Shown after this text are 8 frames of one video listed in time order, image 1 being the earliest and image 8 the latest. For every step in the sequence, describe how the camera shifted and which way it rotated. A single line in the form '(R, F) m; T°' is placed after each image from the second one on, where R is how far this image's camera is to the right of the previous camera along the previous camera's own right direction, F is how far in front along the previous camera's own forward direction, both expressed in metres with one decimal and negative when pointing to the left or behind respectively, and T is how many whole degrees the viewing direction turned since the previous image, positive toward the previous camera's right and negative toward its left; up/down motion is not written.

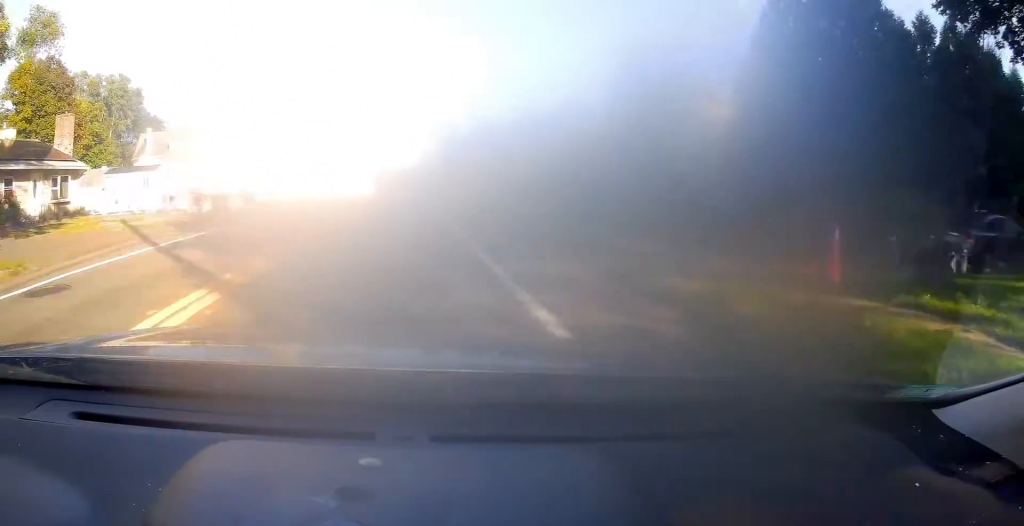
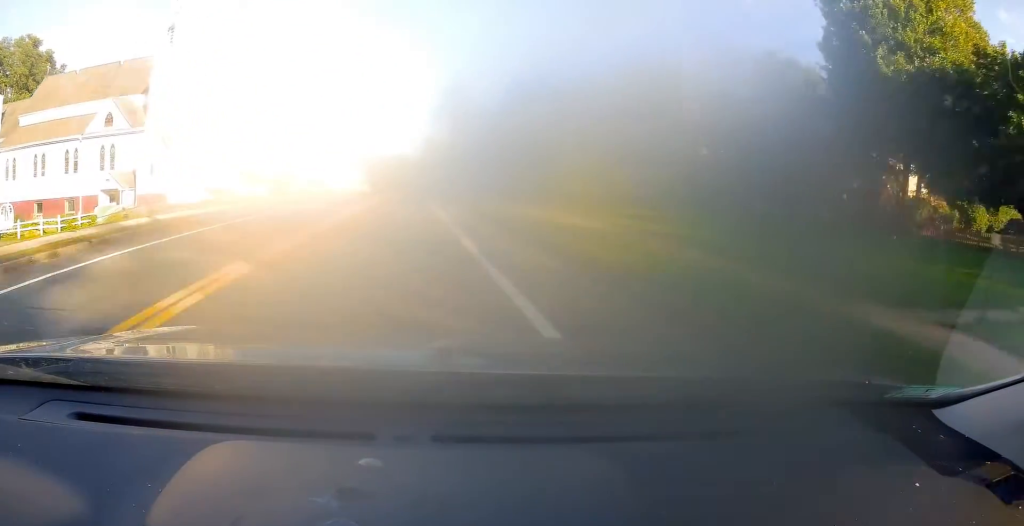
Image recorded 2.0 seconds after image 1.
(-0.2, +40.2) m; 0°
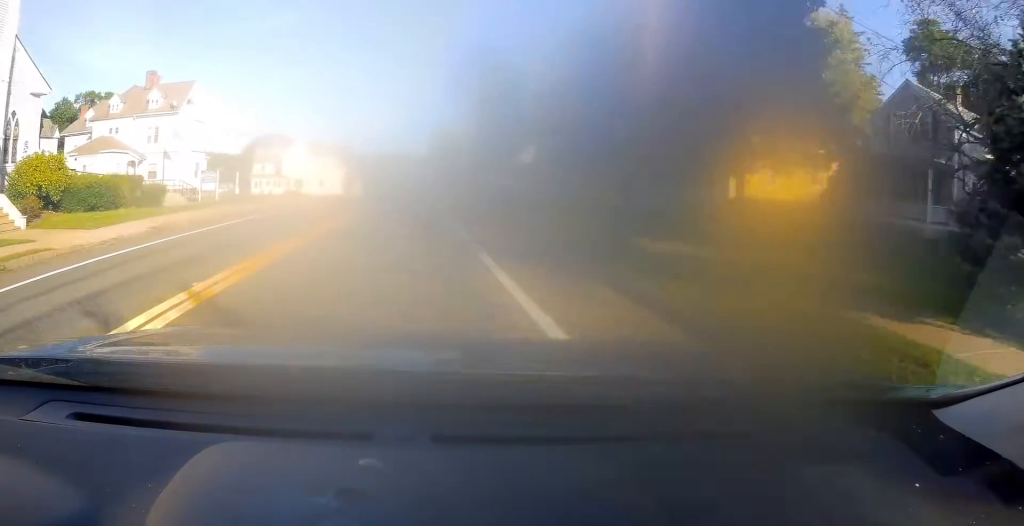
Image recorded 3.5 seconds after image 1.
(-0.3, +32.6) m; -2°
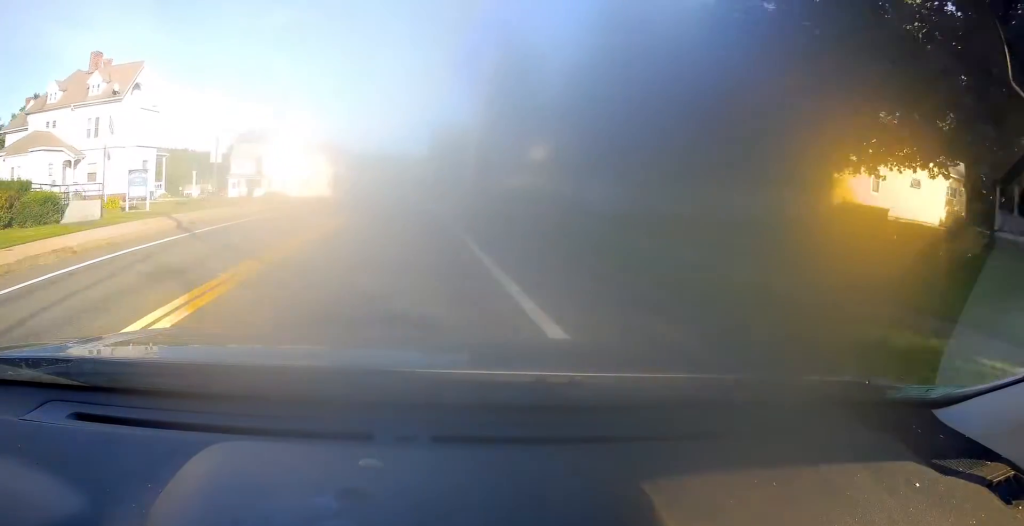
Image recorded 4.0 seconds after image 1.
(-0.2, +10.5) m; +1°
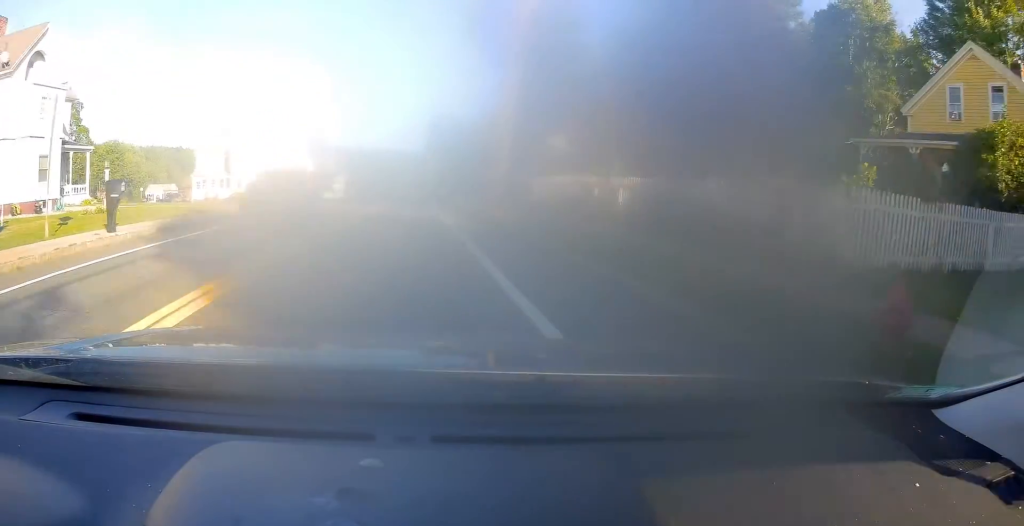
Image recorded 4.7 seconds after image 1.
(0.0, +13.2) m; 0°
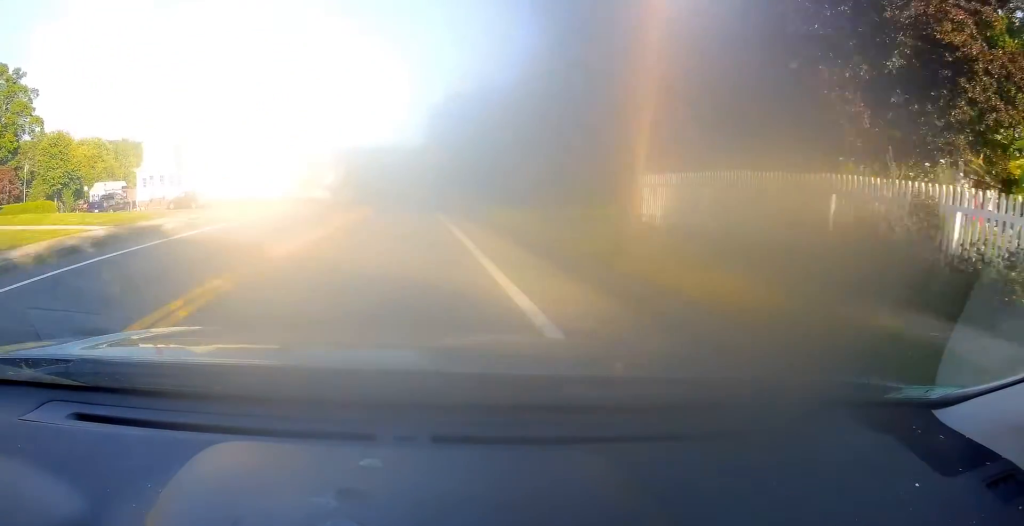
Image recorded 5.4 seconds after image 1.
(+0.6, +14.5) m; -1°
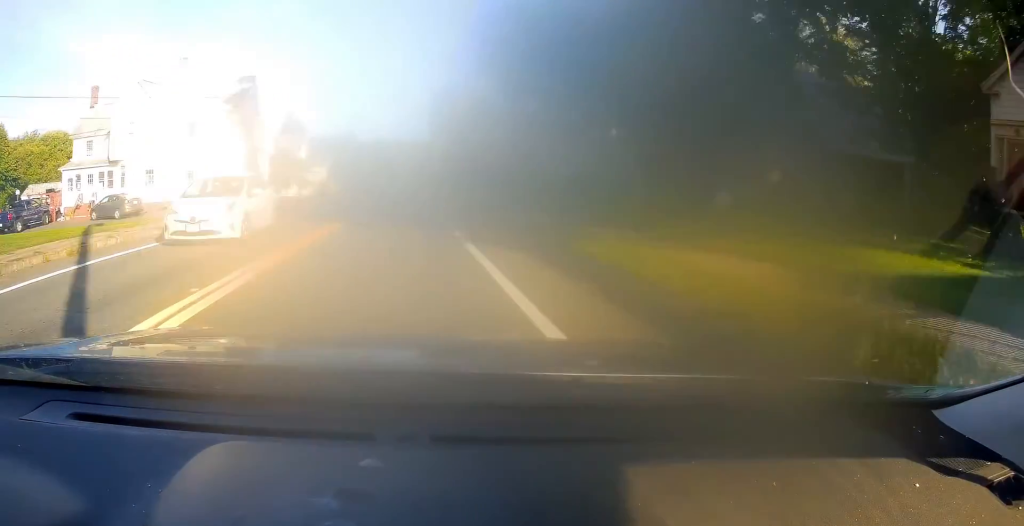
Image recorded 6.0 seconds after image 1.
(-0.7, +13.6) m; 0°
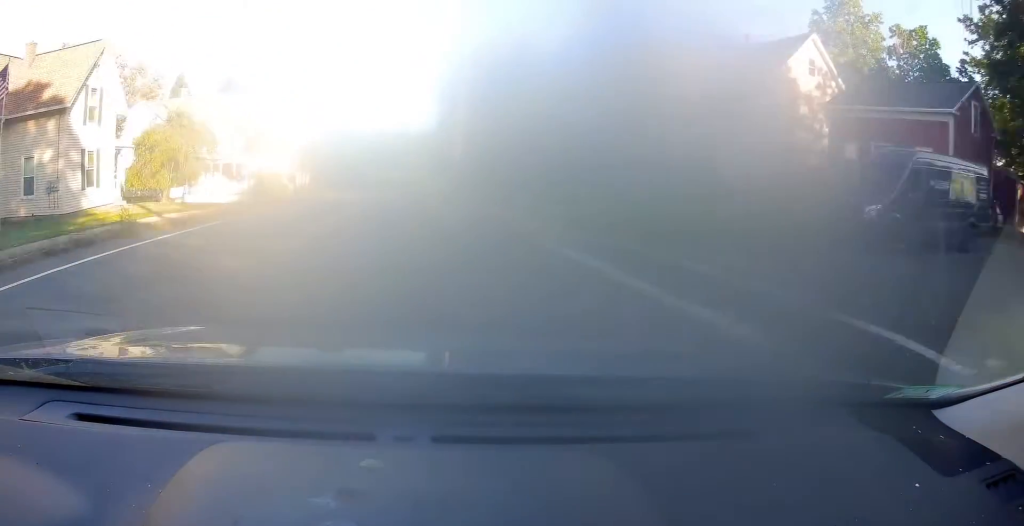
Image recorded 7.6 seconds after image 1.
(+0.7, +31.6) m; +2°
